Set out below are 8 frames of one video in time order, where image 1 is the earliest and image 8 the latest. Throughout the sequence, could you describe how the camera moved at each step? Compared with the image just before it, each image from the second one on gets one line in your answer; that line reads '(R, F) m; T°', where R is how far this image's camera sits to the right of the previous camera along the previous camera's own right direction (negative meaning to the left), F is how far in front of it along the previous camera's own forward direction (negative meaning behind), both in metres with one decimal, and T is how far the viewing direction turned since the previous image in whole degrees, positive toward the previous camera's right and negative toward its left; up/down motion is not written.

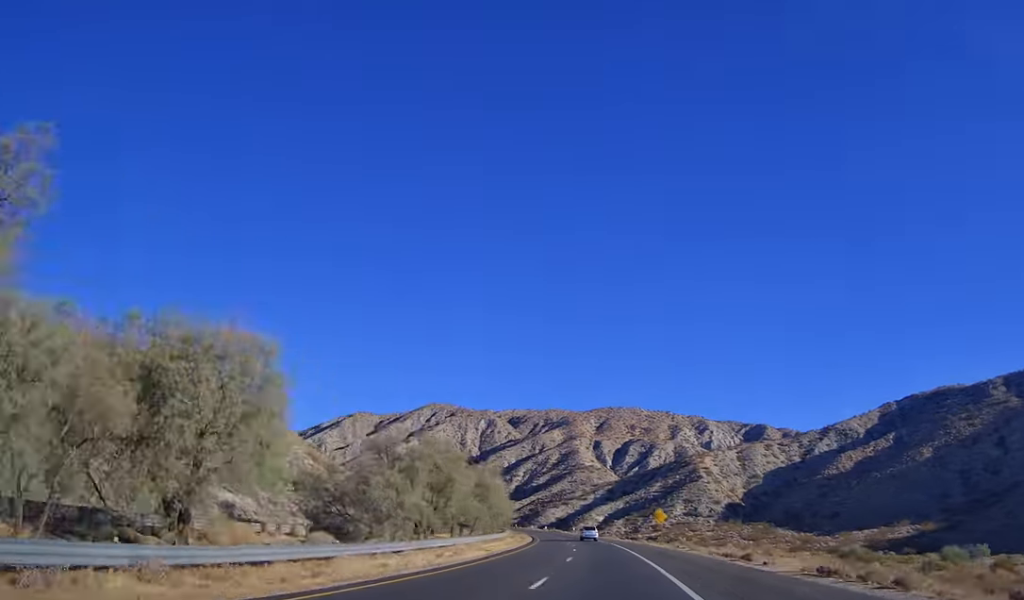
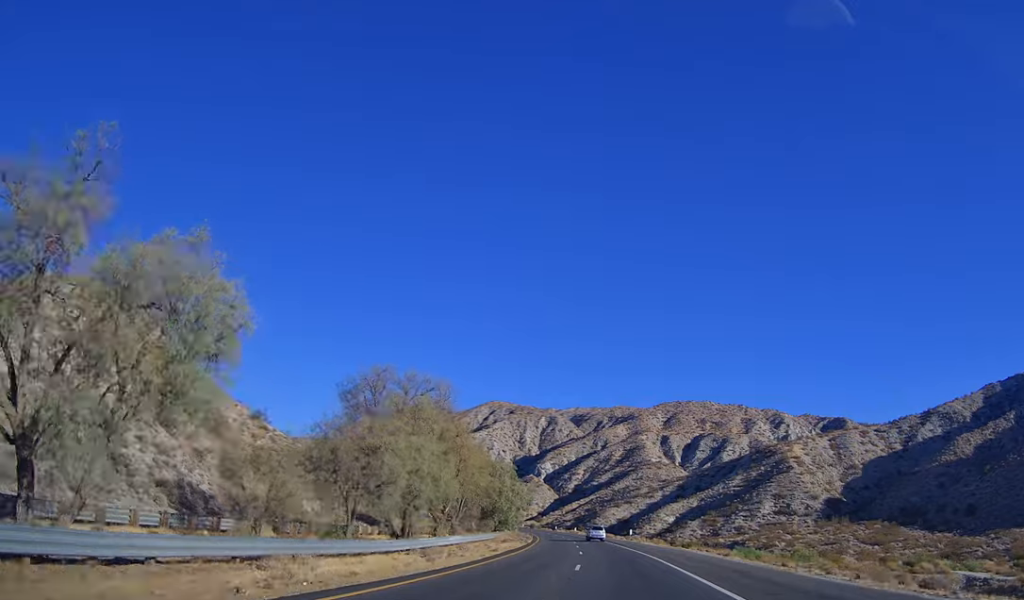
(-3.8, +64.3) m; -6°
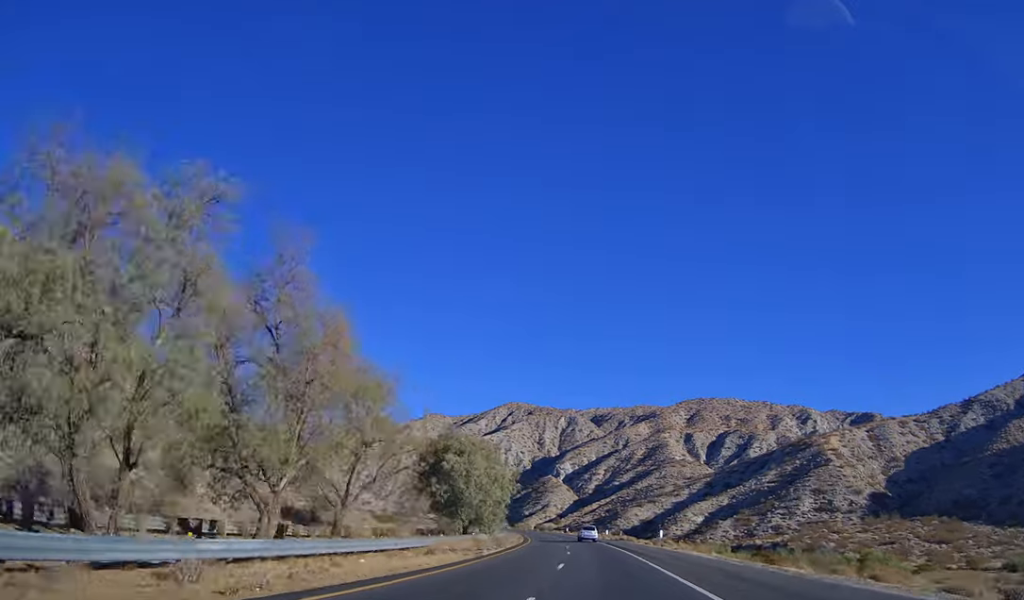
(-0.4, +27.2) m; -2°
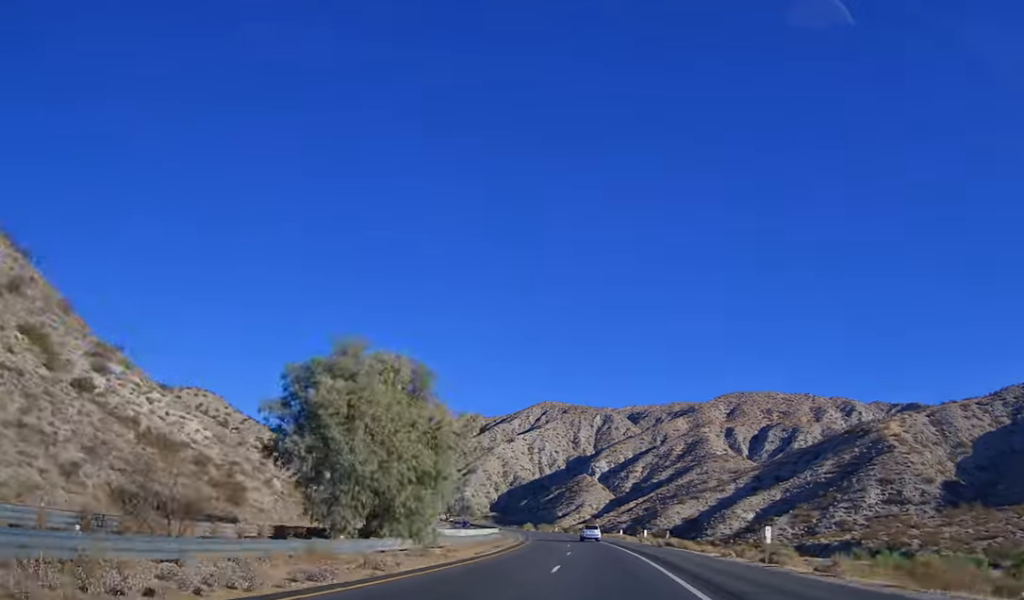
(+0.5, +30.7) m; -2°
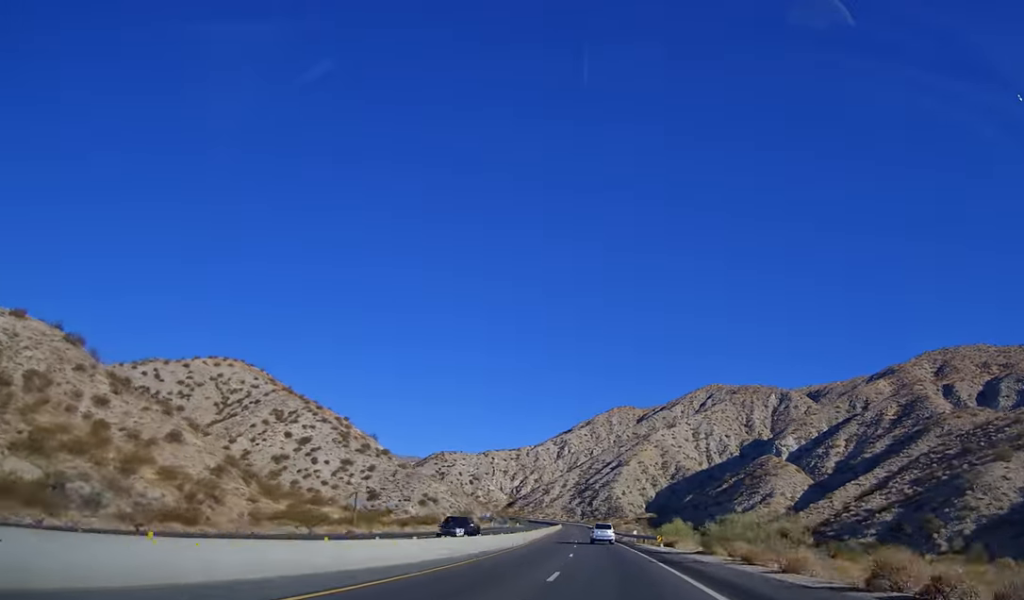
(-20.1, +148.3) m; -15°
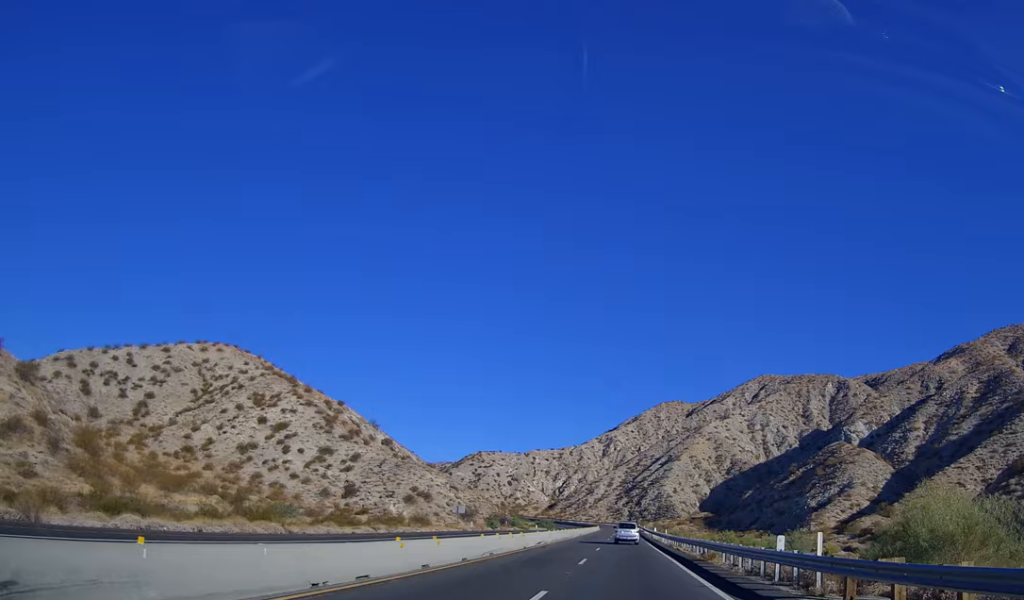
(-2.5, +52.2) m; -4°
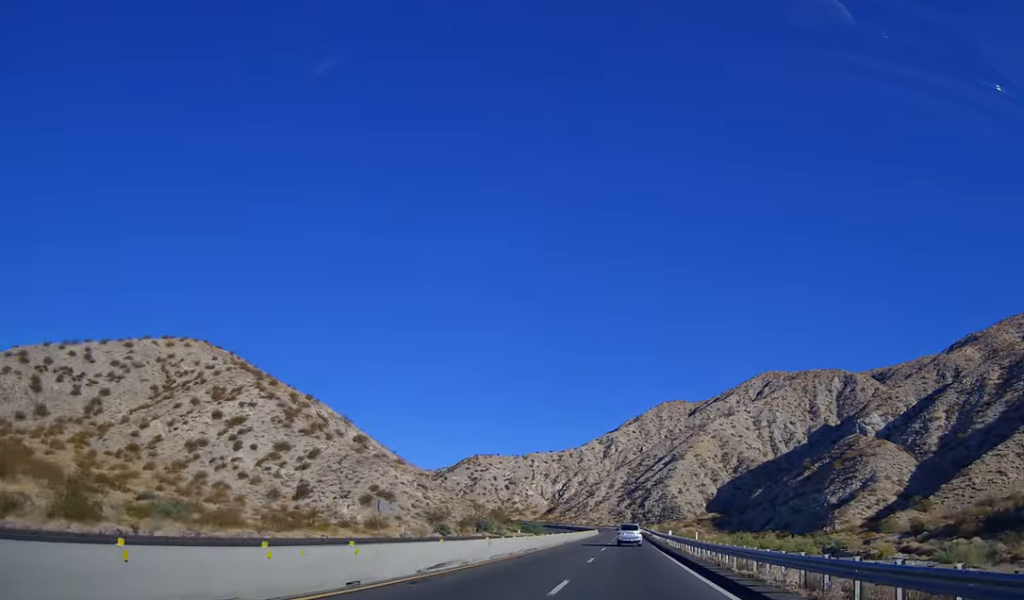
(-0.5, +25.7) m; -1°
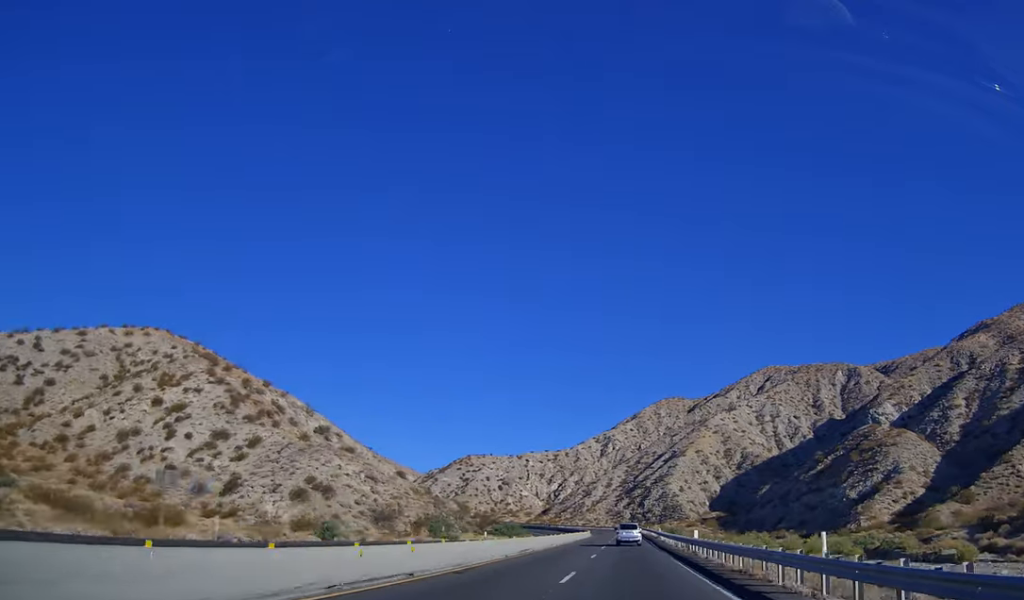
(-0.4, +25.5) m; -1°
